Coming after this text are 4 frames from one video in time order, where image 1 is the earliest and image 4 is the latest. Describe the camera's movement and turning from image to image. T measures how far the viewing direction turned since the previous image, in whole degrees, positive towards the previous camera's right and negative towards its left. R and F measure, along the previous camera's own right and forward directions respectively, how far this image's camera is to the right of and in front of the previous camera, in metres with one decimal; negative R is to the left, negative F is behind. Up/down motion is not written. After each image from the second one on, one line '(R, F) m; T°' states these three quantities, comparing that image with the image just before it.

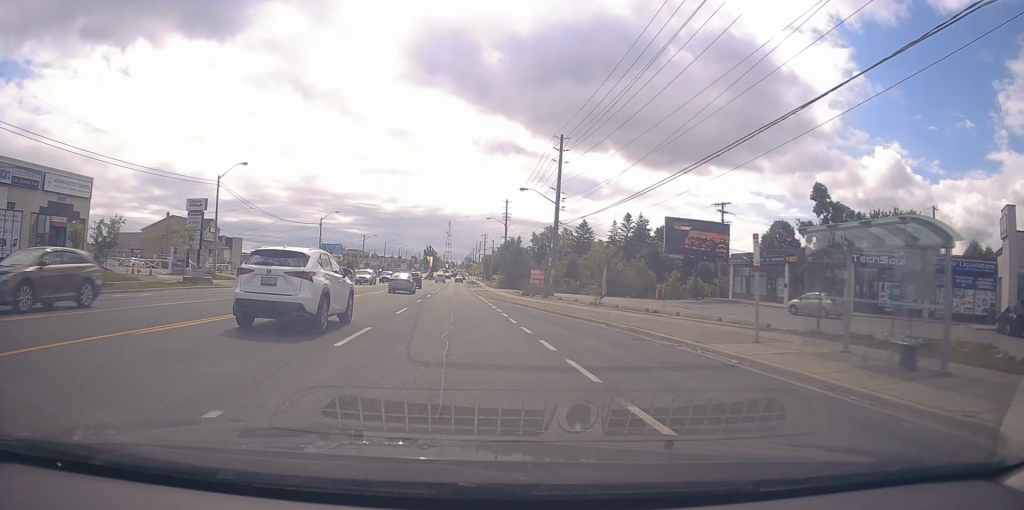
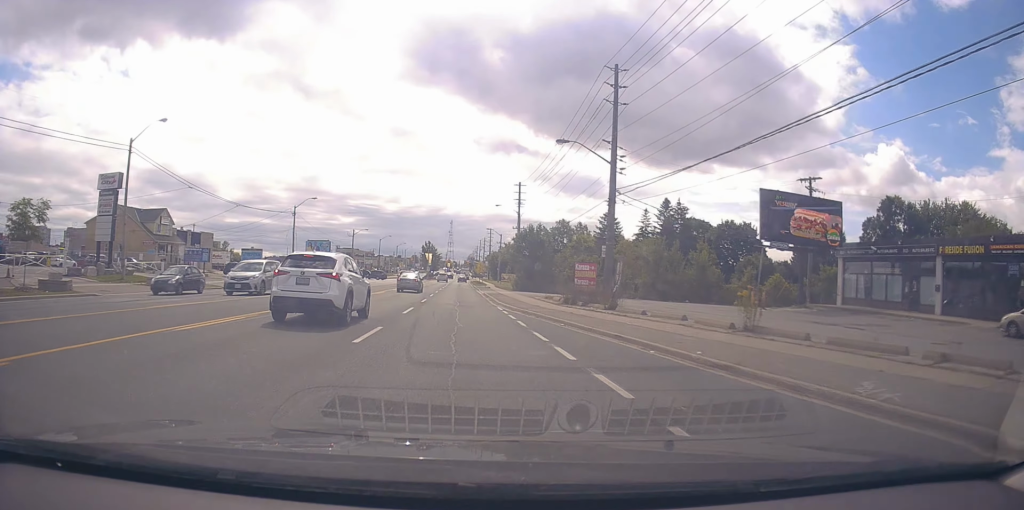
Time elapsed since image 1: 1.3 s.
(+0.3, +17.6) m; -1°
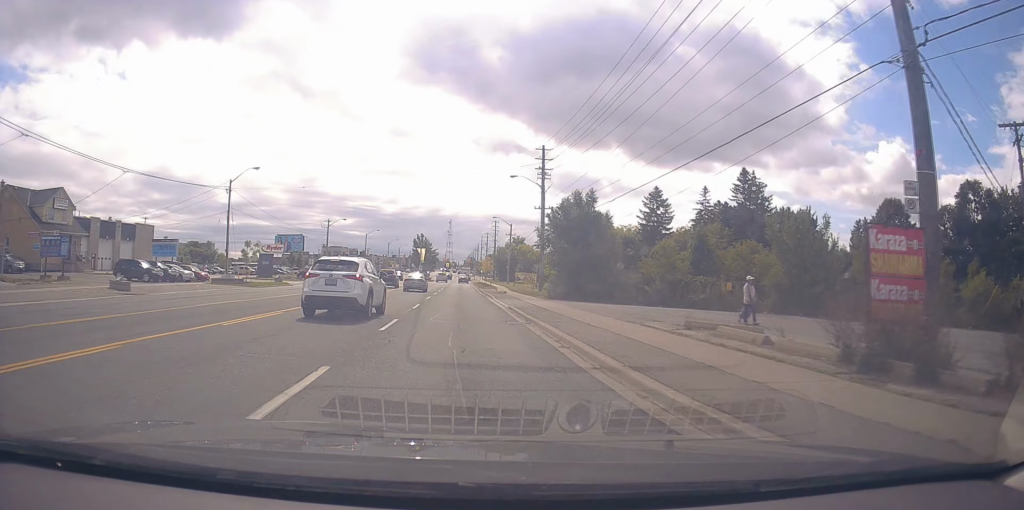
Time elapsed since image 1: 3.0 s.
(-0.6, +24.0) m; -1°
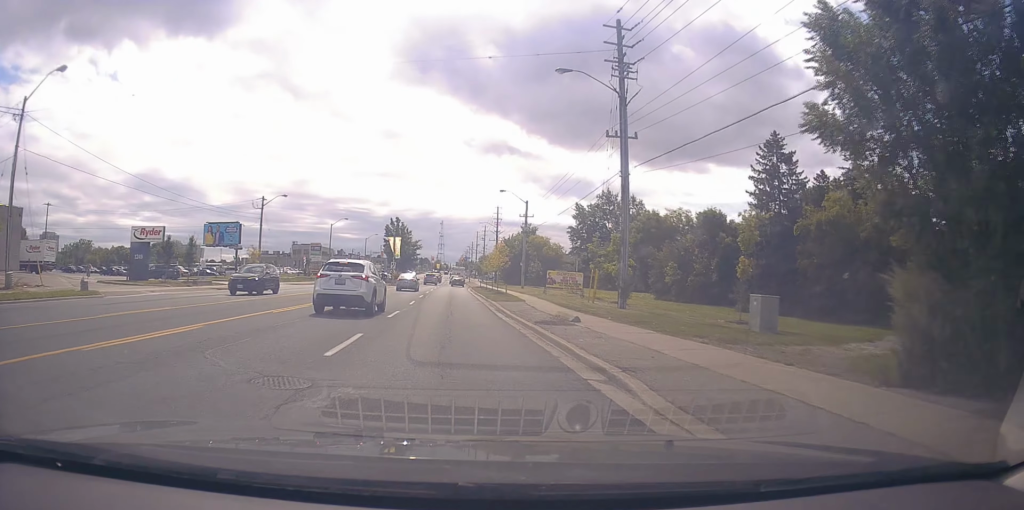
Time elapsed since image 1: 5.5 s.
(+1.3, +32.1) m; +1°
